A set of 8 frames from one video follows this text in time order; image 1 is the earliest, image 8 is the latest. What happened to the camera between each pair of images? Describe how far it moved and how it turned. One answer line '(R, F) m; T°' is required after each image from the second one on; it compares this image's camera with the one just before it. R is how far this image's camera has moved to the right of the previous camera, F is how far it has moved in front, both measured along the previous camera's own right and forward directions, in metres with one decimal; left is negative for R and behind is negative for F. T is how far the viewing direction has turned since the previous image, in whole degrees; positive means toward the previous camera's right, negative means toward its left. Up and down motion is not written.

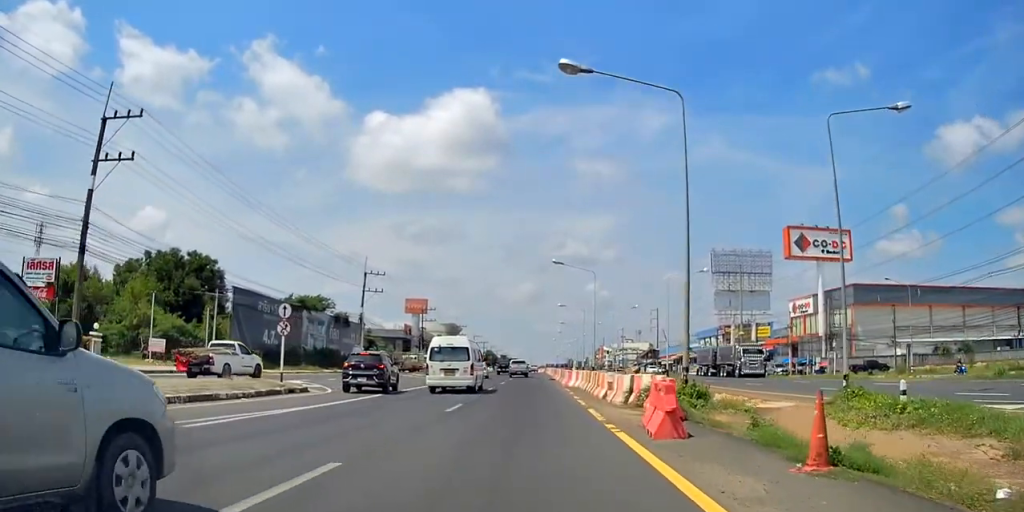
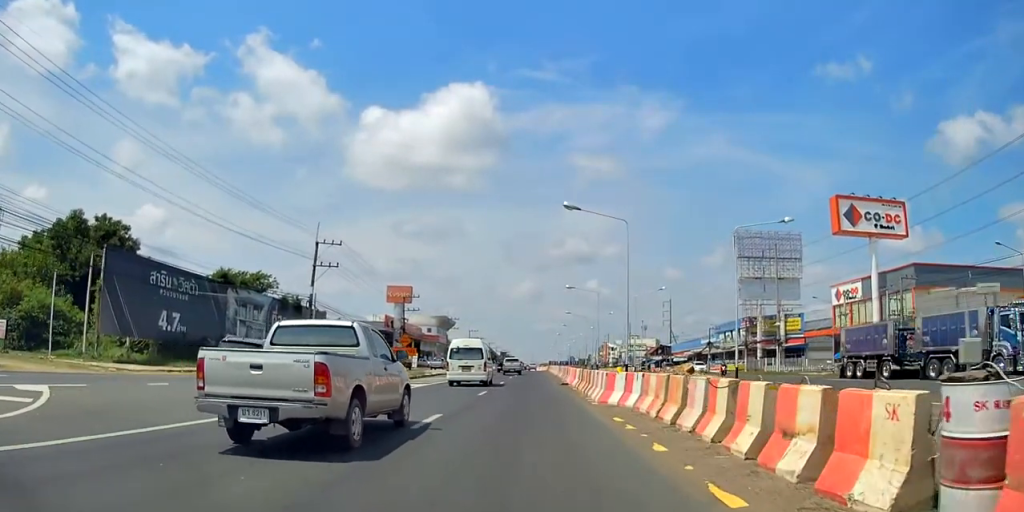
(+0.4, +14.4) m; -1°
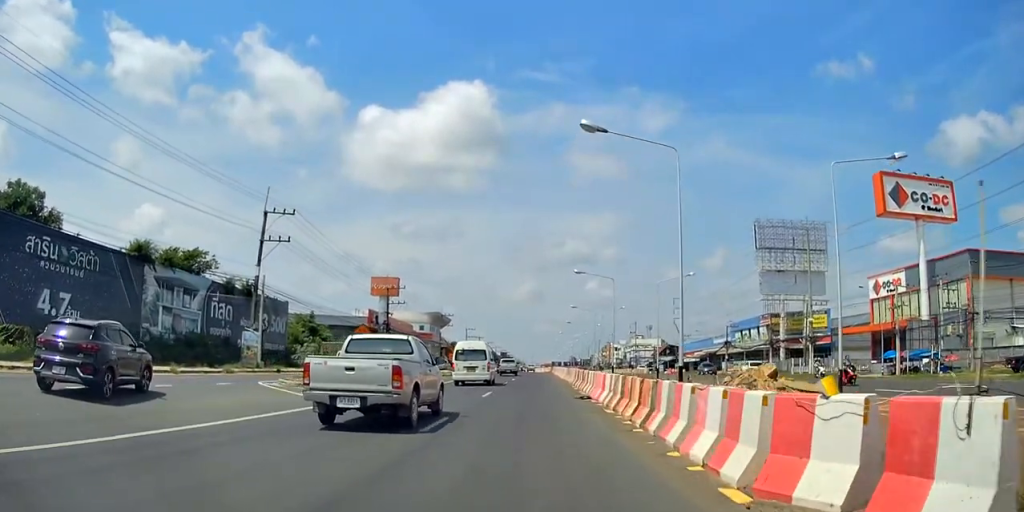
(-0.5, +10.6) m; -5°
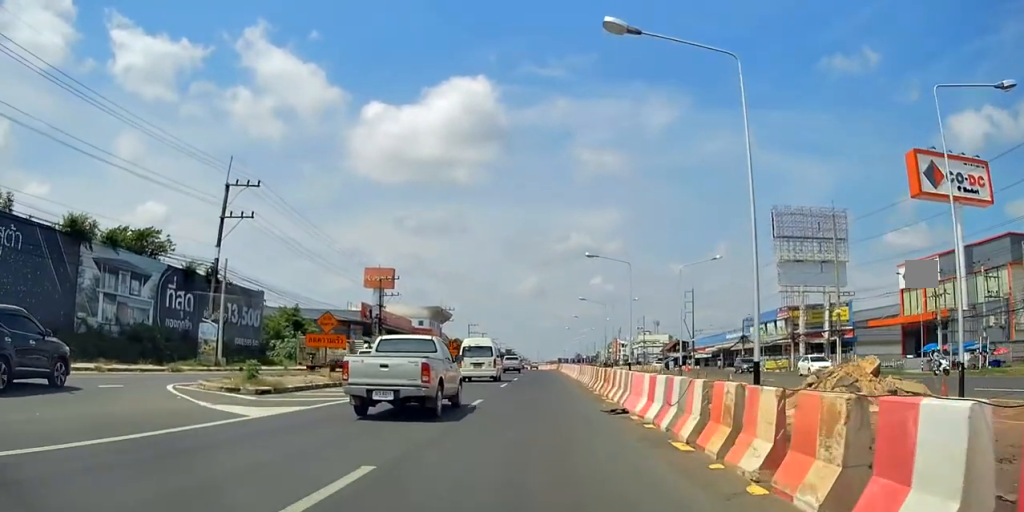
(-0.4, +5.8) m; 0°
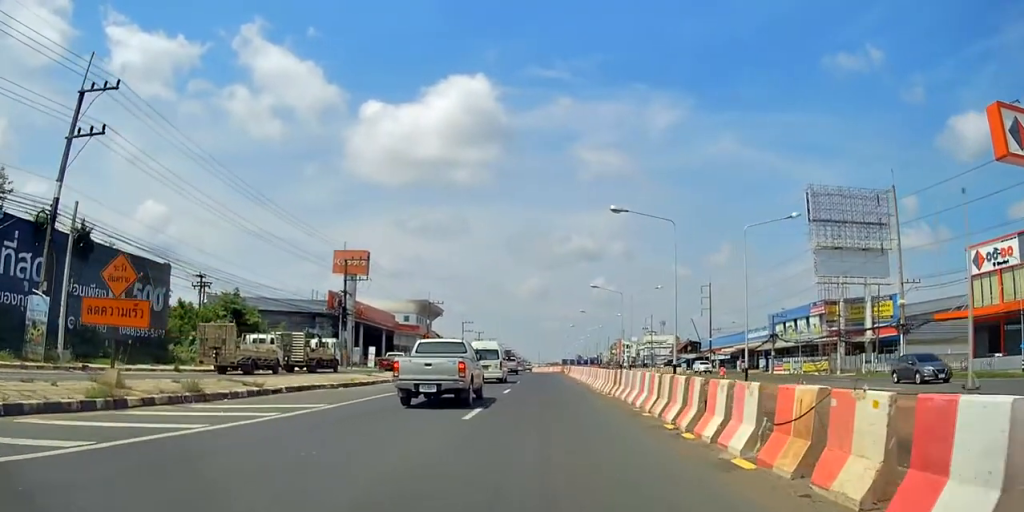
(+0.8, +15.2) m; +4°
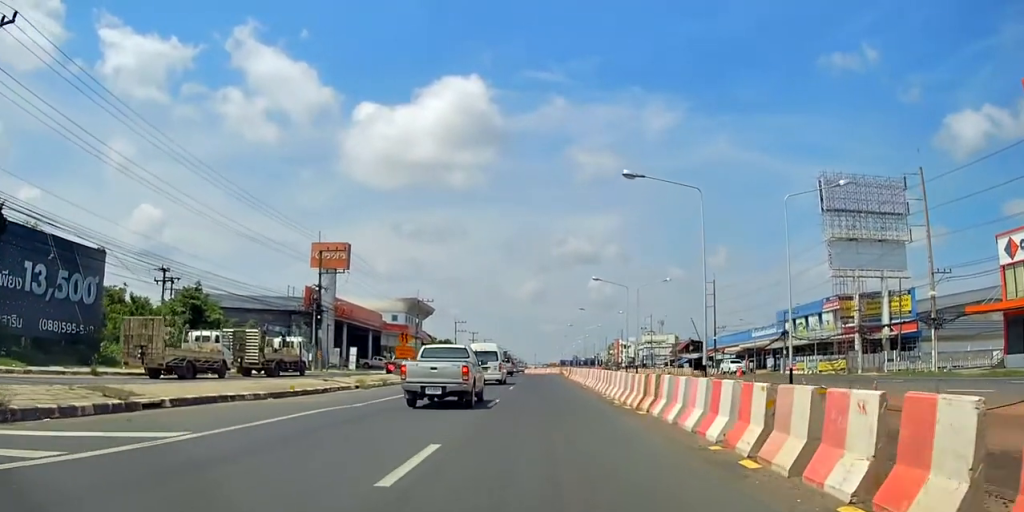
(+0.1, +6.6) m; 0°
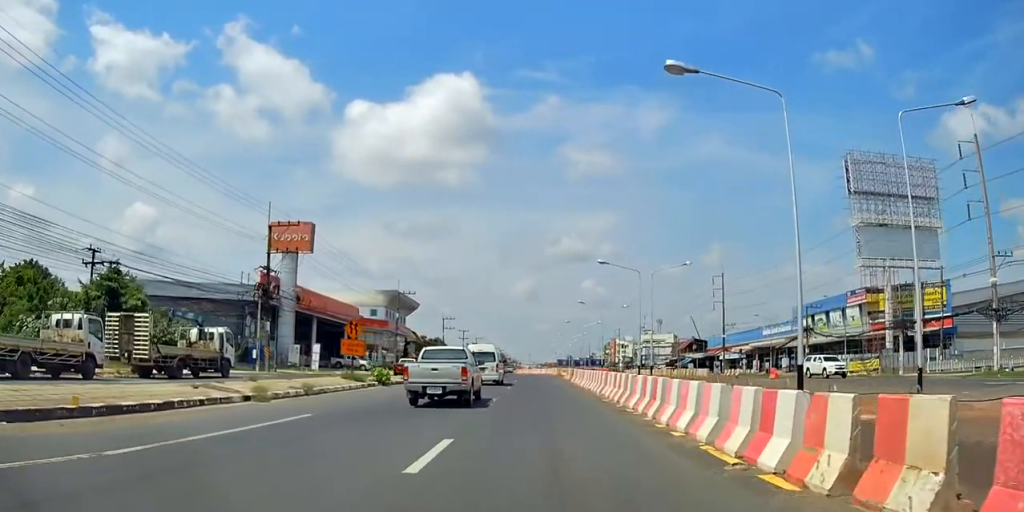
(-0.1, +10.3) m; +4°
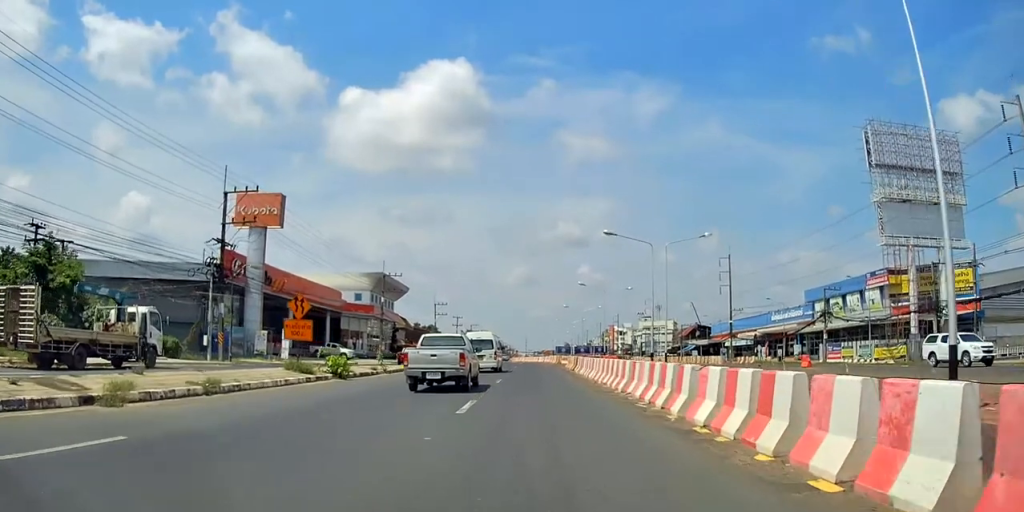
(+0.5, +7.0) m; -2°
